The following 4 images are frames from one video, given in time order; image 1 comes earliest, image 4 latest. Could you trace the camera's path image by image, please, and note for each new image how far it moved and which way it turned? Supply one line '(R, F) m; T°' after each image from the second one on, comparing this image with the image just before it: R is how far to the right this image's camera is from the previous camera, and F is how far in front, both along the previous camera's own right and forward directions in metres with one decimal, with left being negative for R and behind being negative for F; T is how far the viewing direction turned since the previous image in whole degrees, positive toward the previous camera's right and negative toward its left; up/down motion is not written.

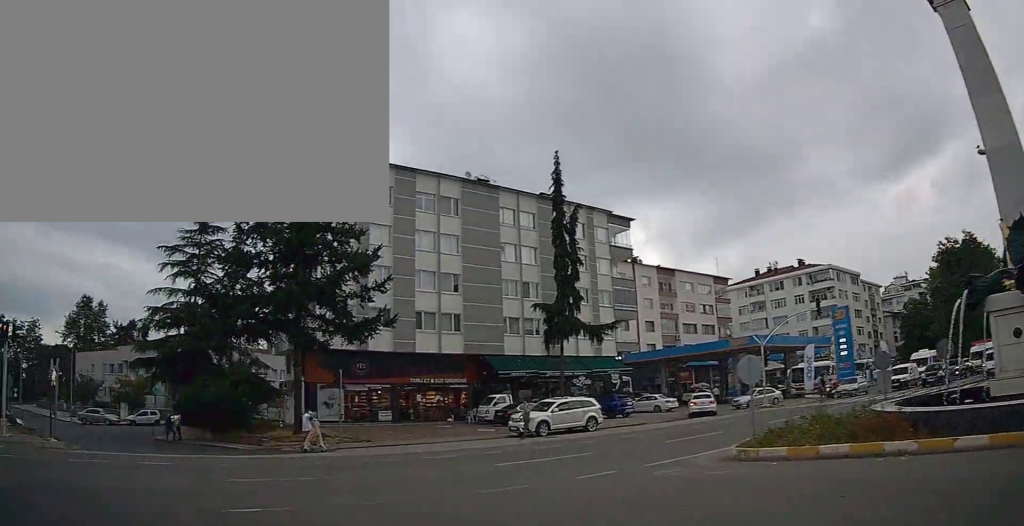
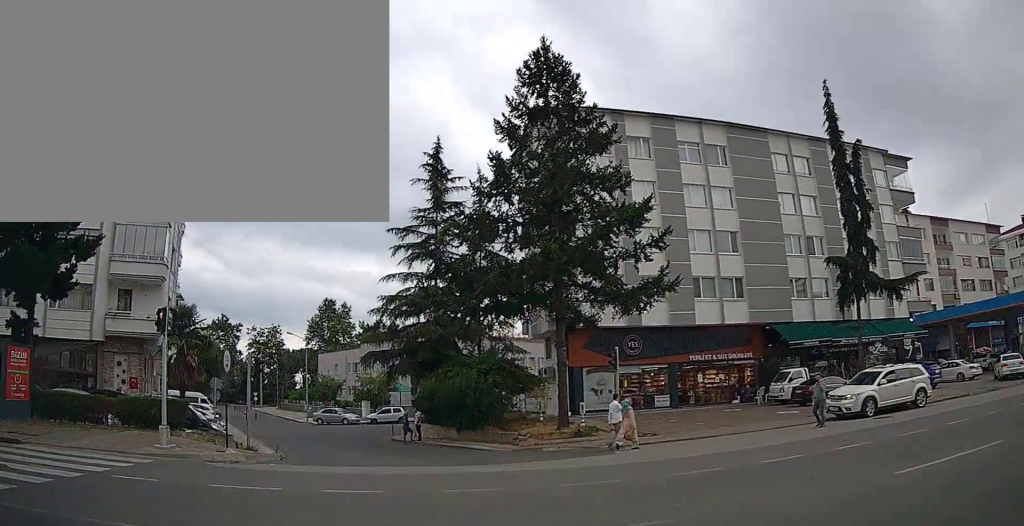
(-1.4, +5.3) m; -25°
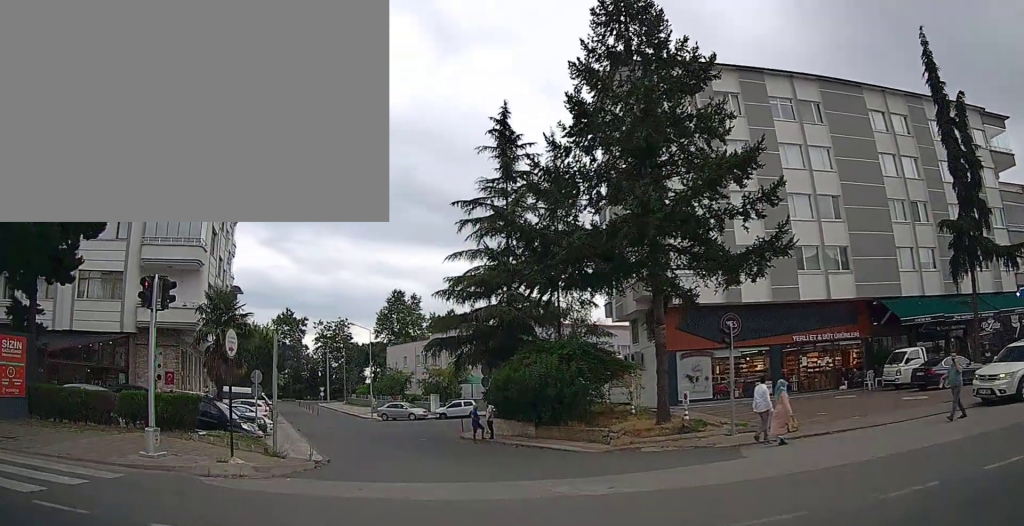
(-0.4, +3.8) m; -8°
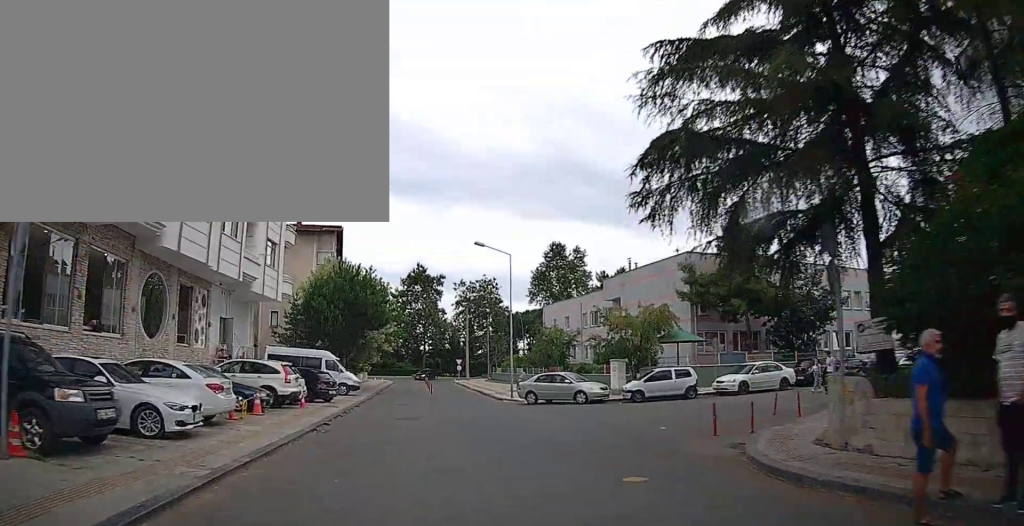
(-3.1, +19.7) m; -15°
